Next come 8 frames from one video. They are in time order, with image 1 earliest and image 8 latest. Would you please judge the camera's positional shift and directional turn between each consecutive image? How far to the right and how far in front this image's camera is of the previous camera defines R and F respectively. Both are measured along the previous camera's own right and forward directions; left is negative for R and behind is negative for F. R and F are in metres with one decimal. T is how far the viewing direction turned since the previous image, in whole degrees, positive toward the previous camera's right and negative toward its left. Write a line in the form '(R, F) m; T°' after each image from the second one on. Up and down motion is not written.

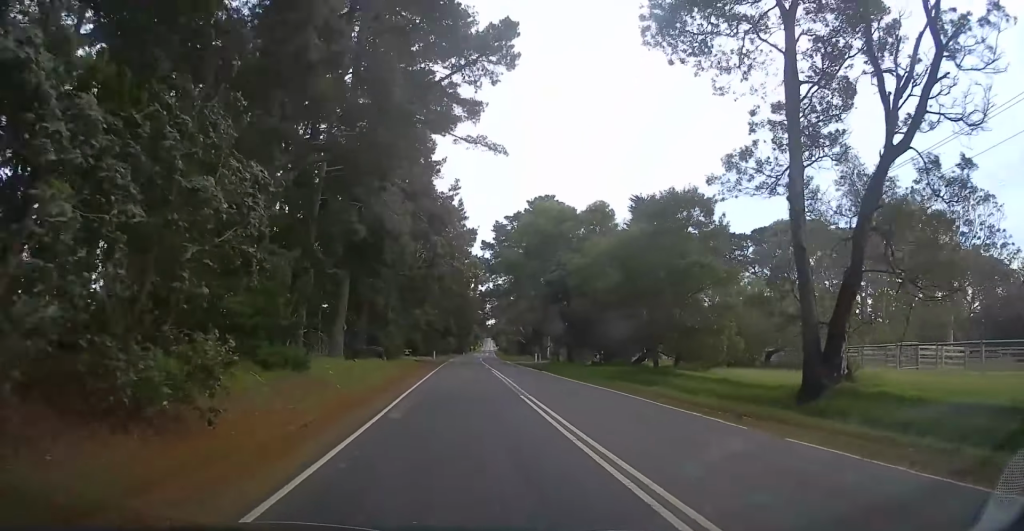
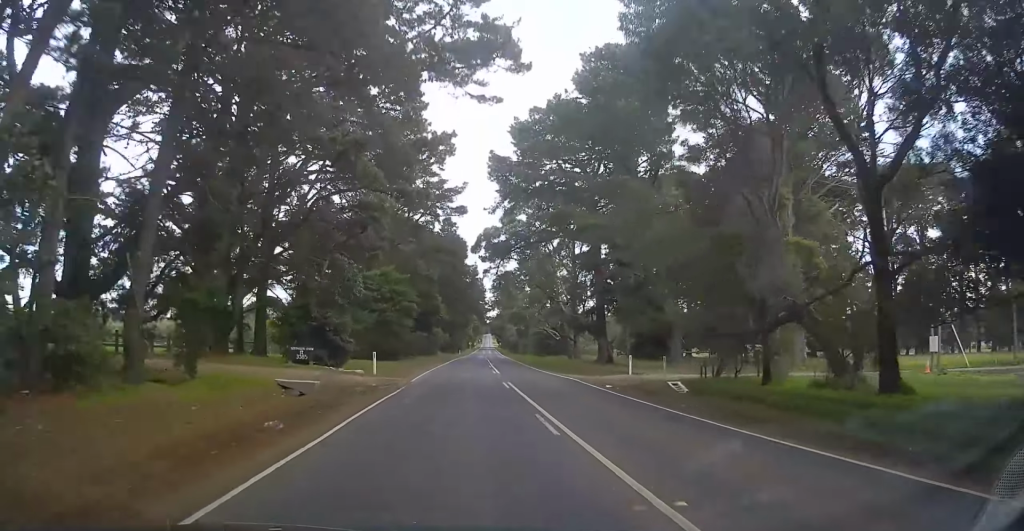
(+0.9, +46.0) m; +1°
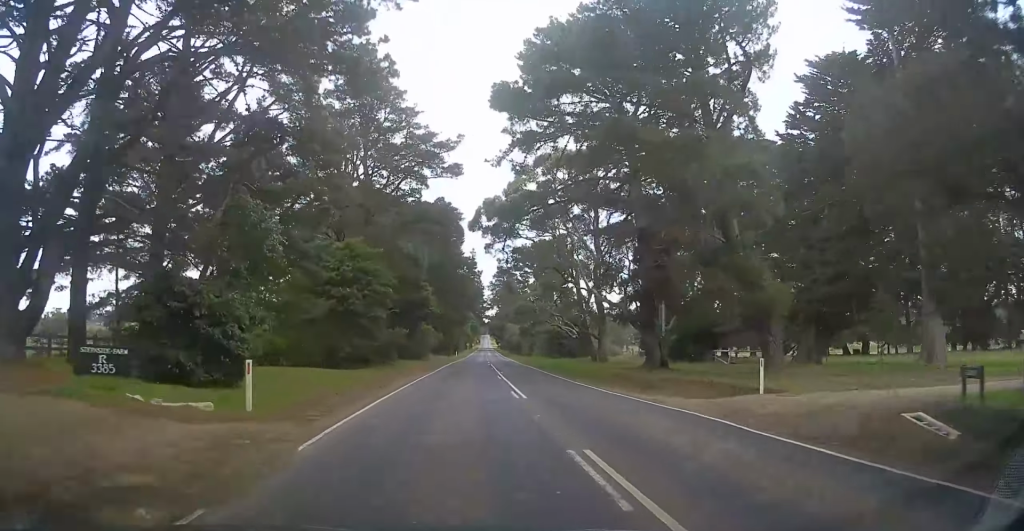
(-0.1, +15.3) m; 0°
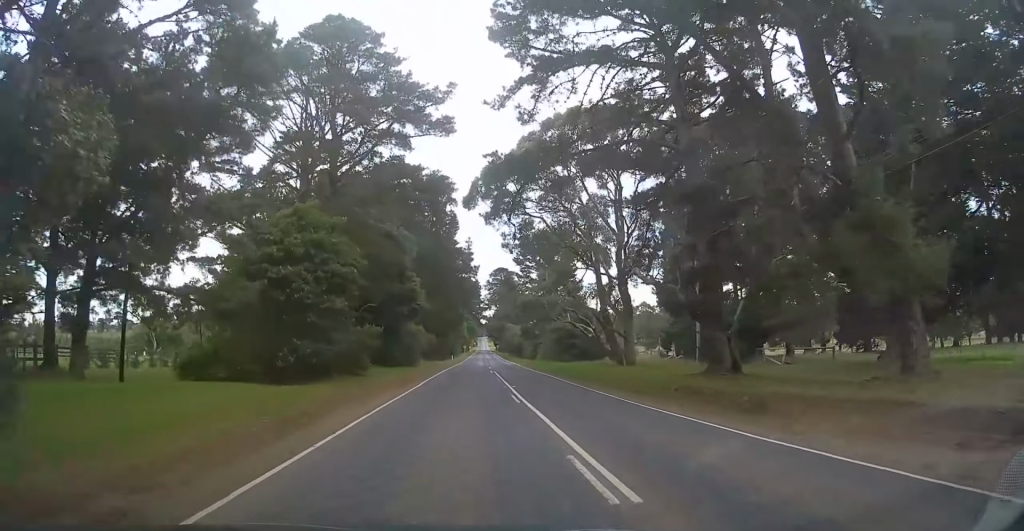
(-0.1, +10.6) m; 0°
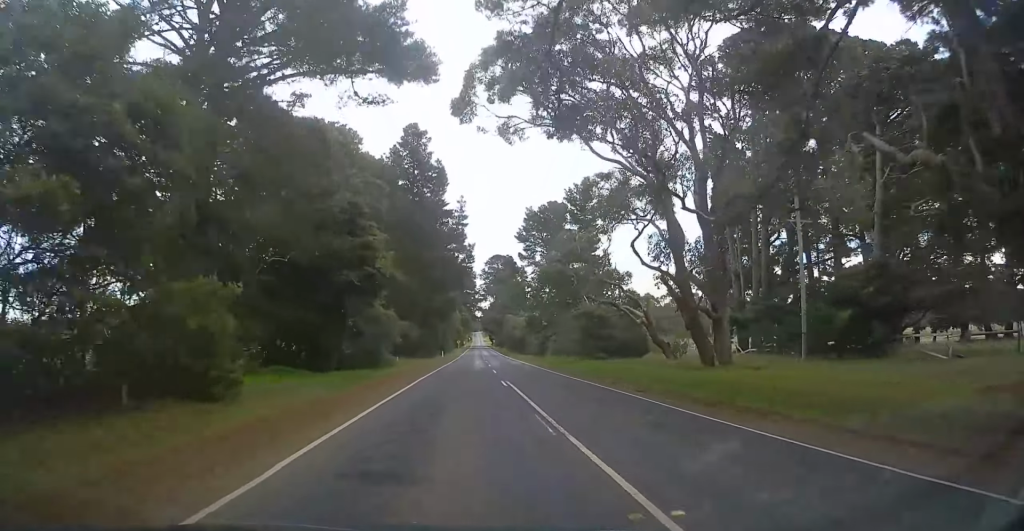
(+0.2, +18.8) m; +1°
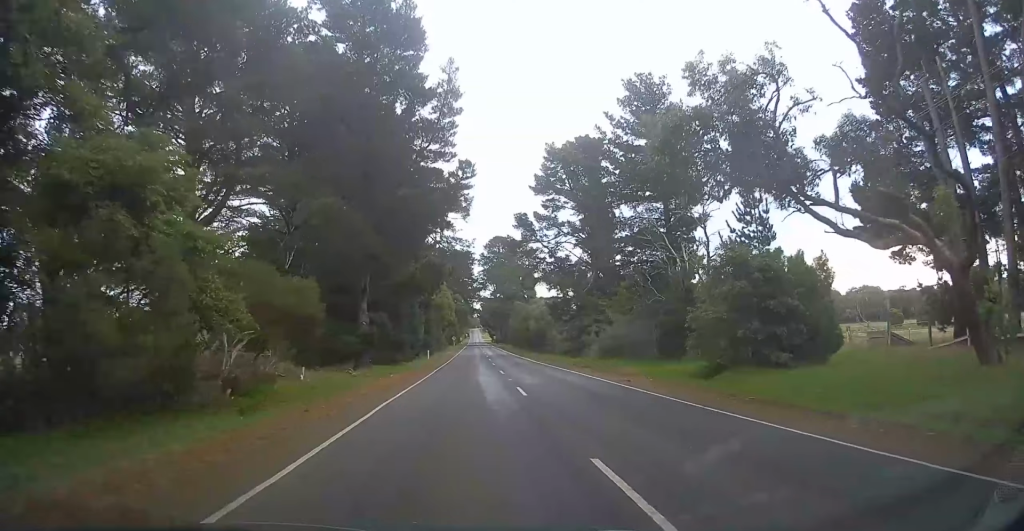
(+0.1, +29.0) m; 0°
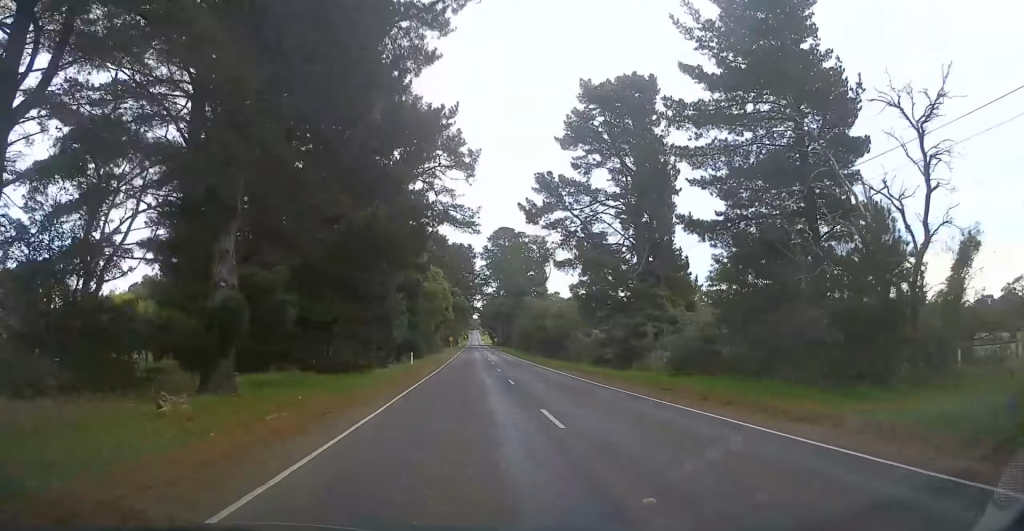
(0.0, +17.9) m; 0°
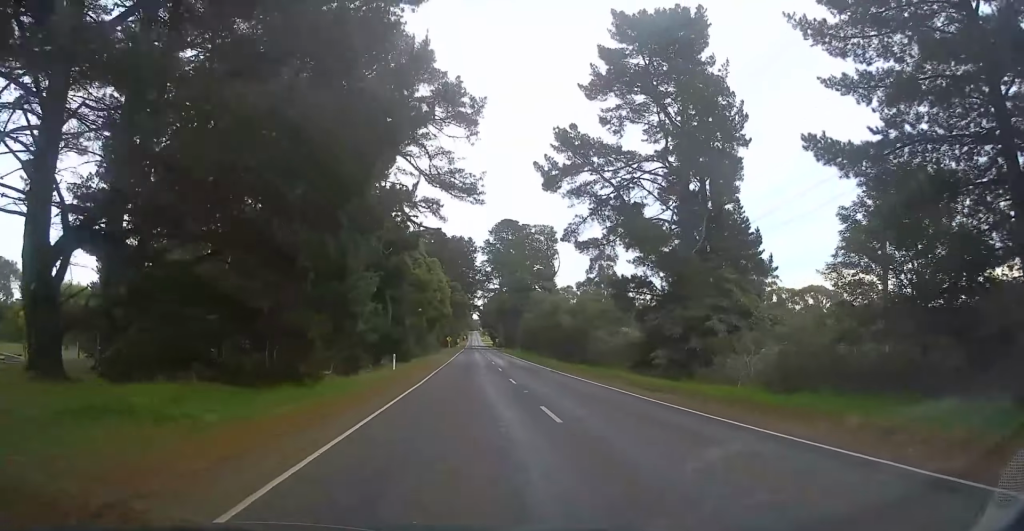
(+0.1, +11.3) m; 0°
